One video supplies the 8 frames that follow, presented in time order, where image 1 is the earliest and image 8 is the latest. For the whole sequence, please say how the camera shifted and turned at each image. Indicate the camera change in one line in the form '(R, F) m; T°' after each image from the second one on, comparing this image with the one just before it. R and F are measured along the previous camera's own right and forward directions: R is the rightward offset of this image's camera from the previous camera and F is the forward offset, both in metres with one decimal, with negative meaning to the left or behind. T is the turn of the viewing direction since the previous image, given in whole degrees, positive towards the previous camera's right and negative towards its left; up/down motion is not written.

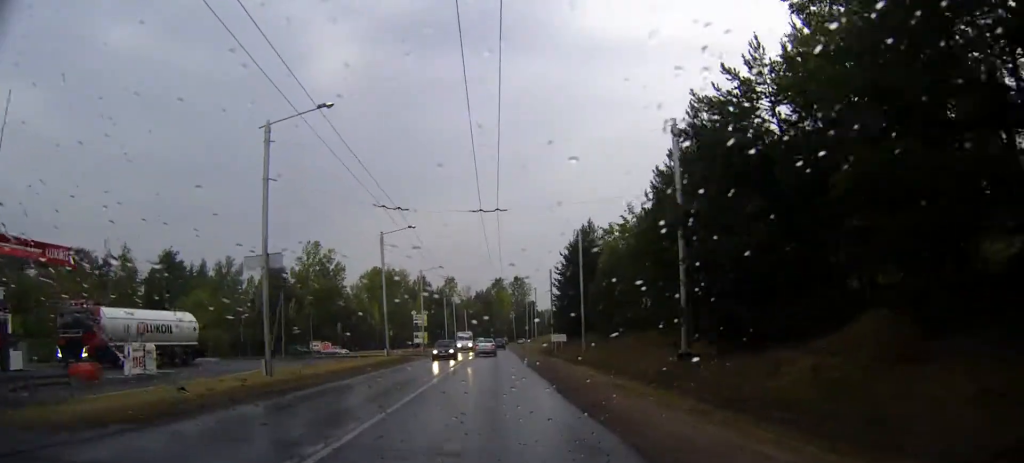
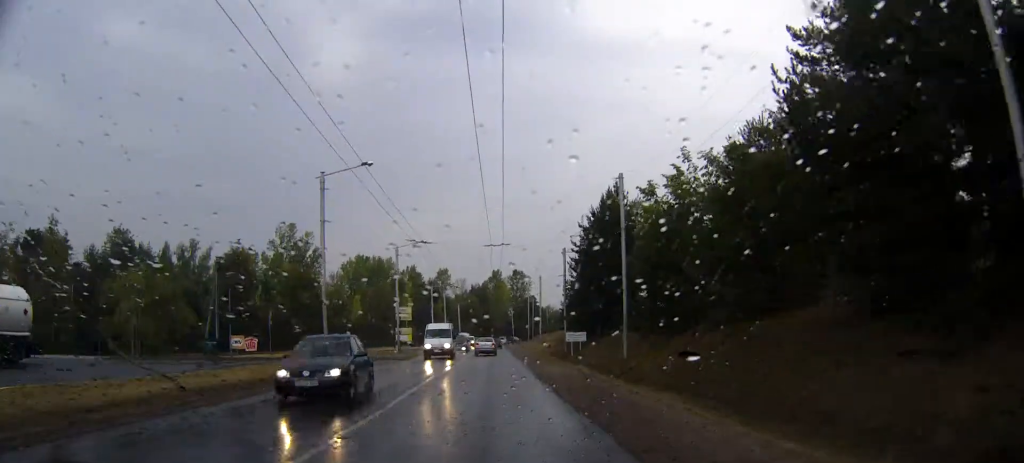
(+0.1, +19.4) m; +1°
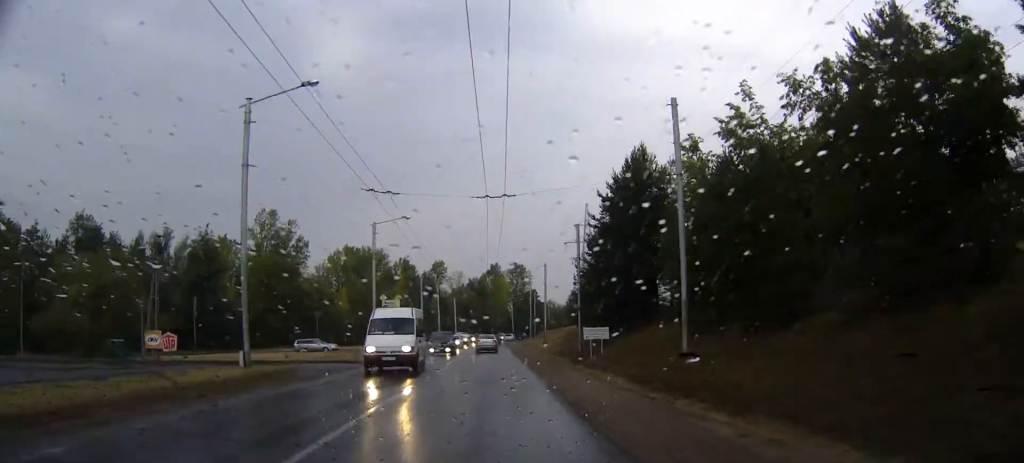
(0.0, +12.0) m; 0°
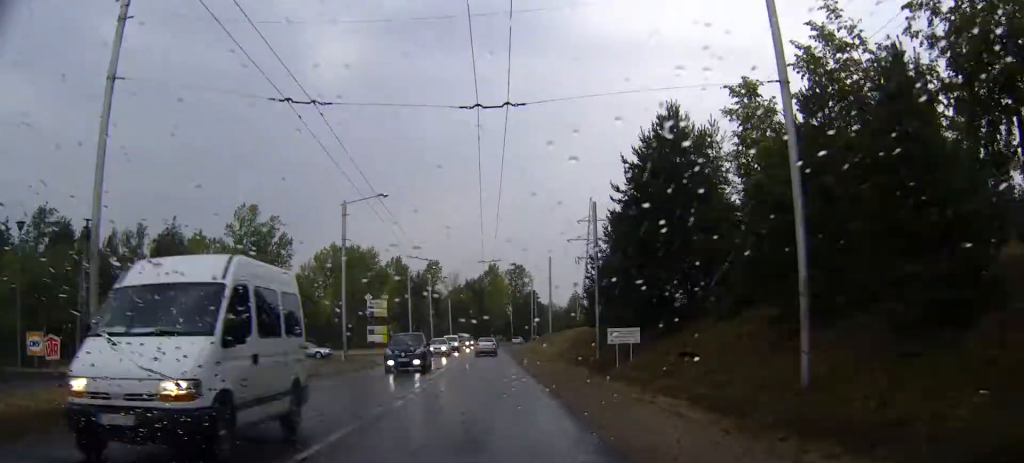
(0.0, +10.4) m; 0°
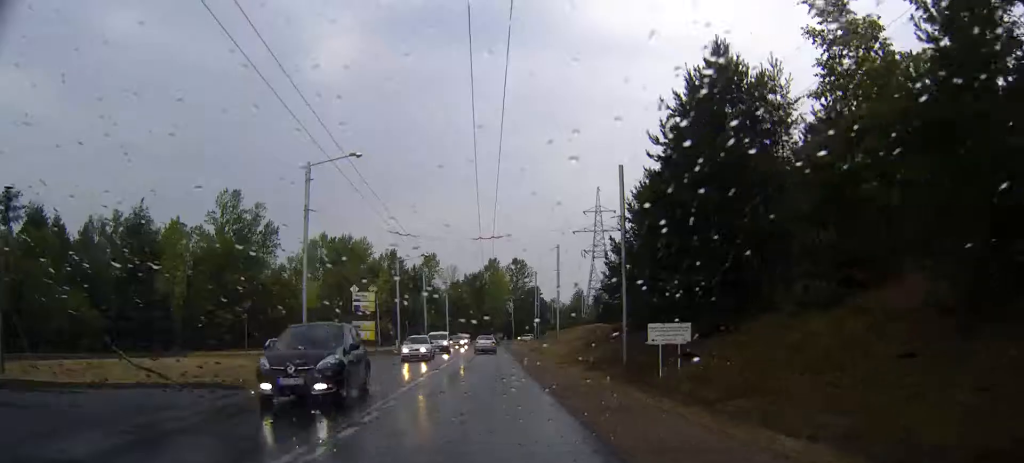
(0.0, +9.3) m; 0°
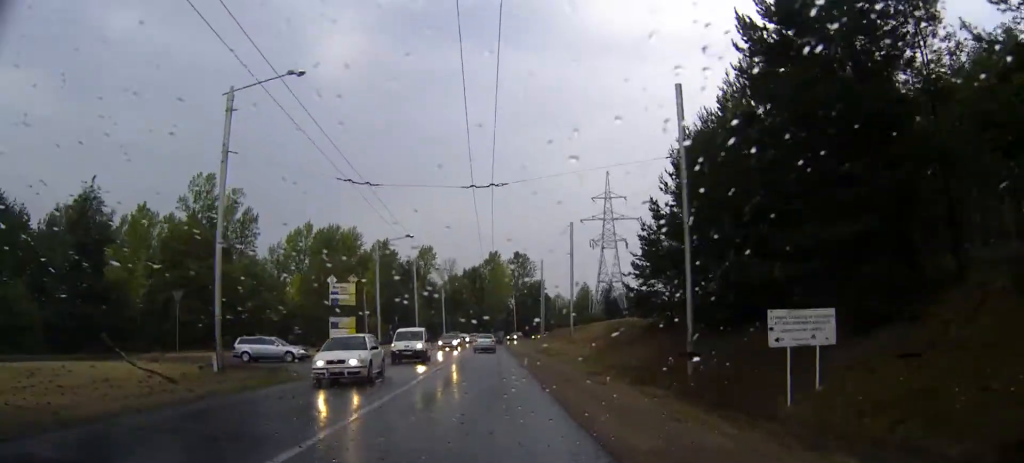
(0.0, +11.6) m; 0°
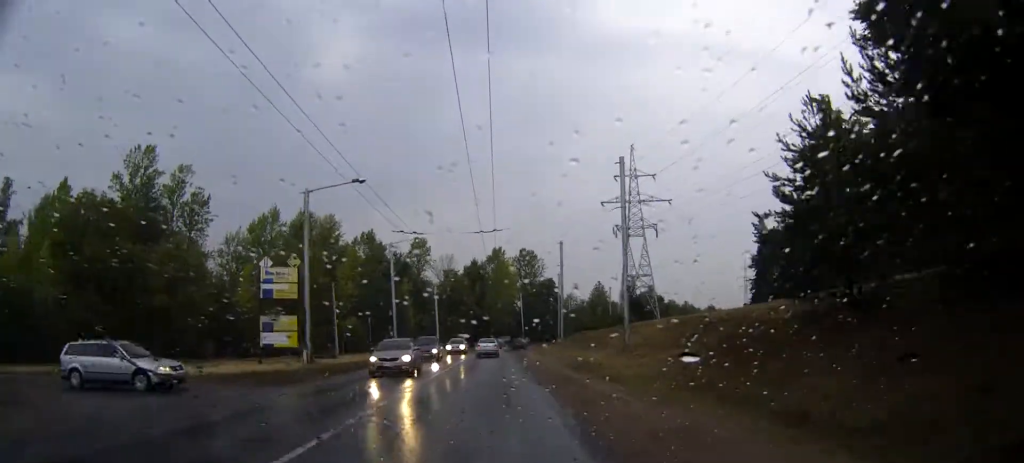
(0.0, +21.7) m; 0°
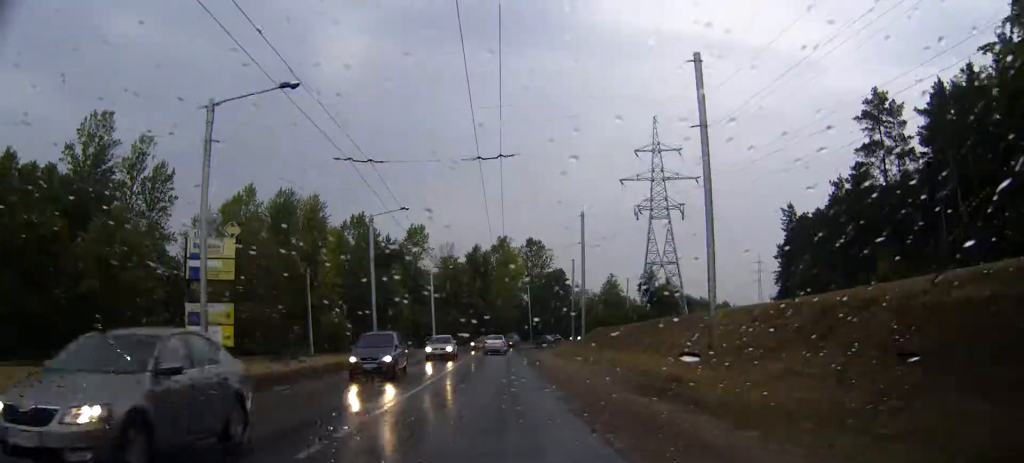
(0.0, +12.8) m; 0°
